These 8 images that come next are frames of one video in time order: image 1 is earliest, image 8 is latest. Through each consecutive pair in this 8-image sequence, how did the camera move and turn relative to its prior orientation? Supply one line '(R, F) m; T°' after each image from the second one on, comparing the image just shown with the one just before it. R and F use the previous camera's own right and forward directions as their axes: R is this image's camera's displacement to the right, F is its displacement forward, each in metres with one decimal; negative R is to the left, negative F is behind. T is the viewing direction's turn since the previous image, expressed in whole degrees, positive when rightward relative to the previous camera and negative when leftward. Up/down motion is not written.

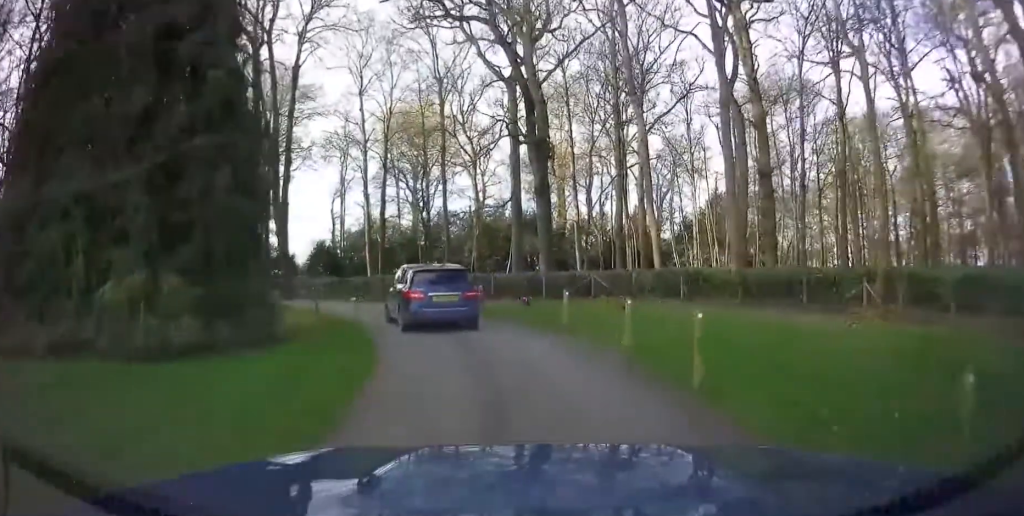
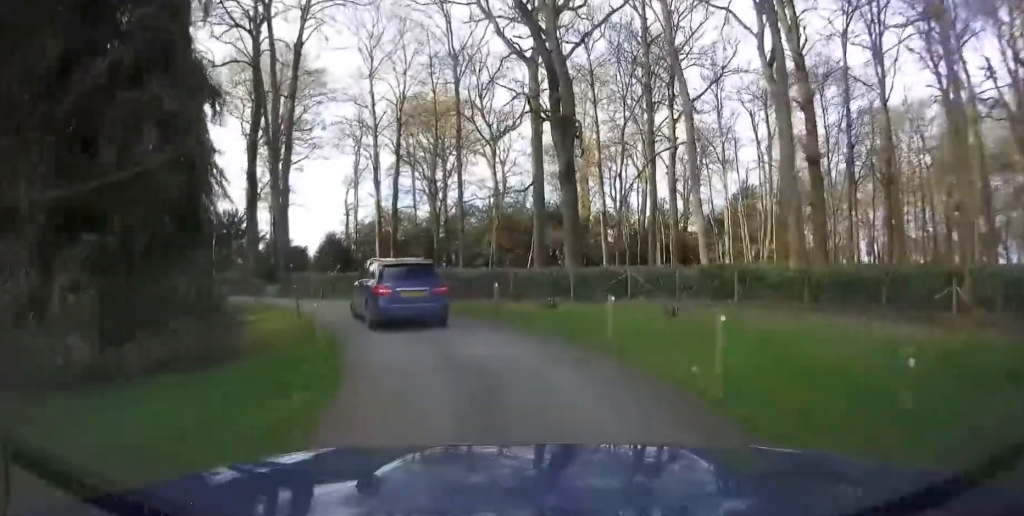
(-0.1, +3.5) m; -4°
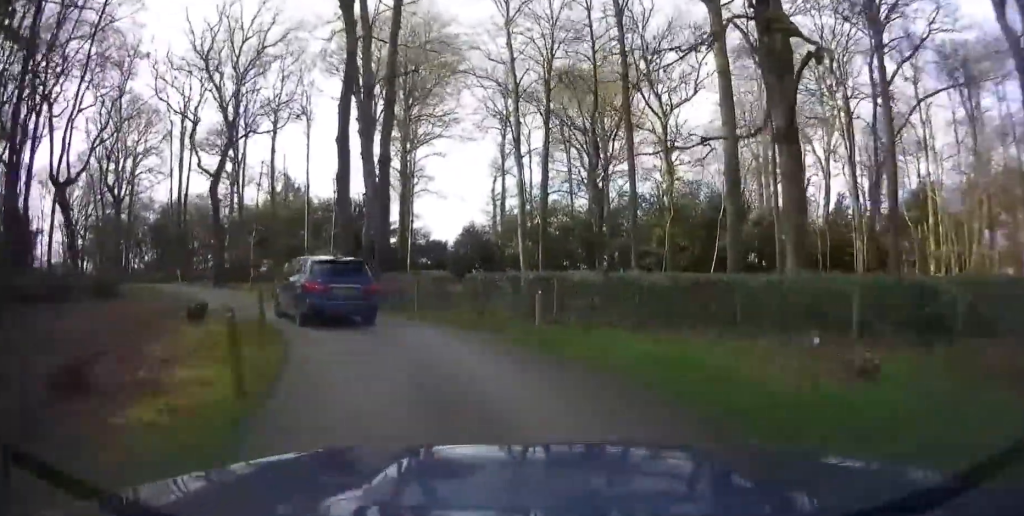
(-1.5, +11.0) m; -14°
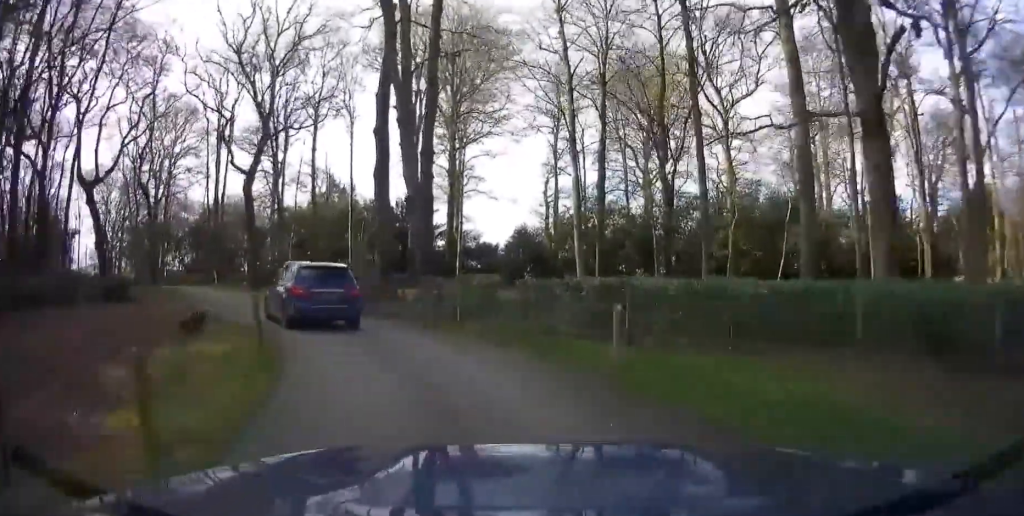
(-0.1, +2.8) m; -5°
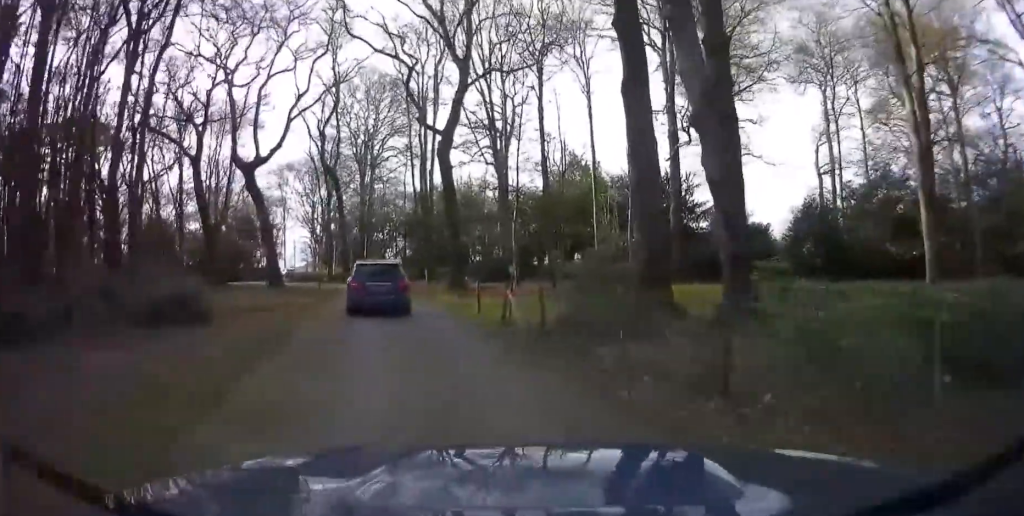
(-1.1, +11.3) m; -11°
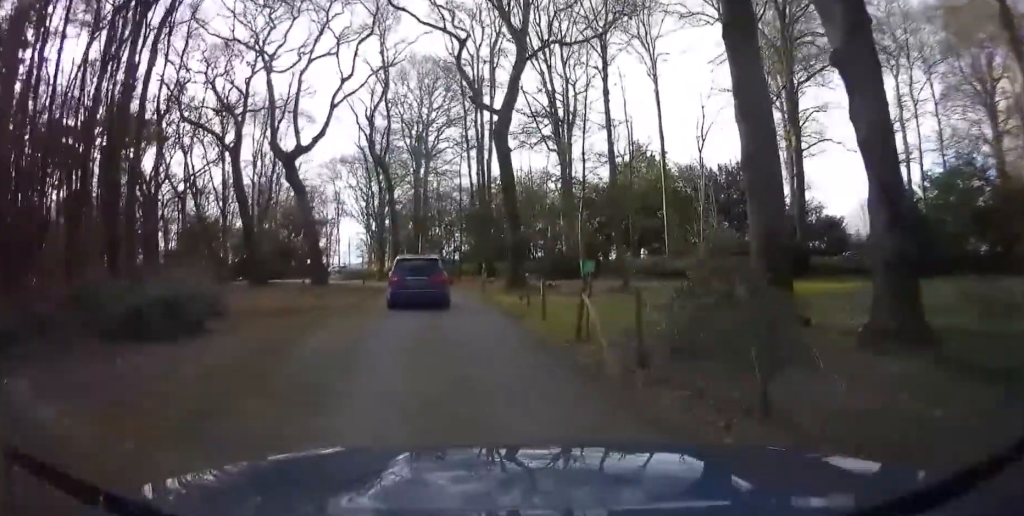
(-0.2, +2.9) m; -5°
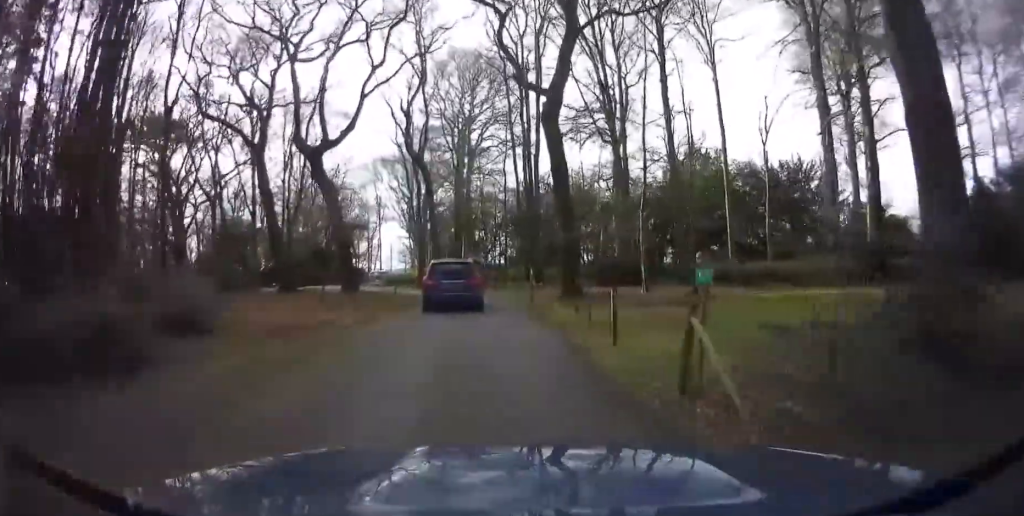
(-0.1, +3.1) m; -6°
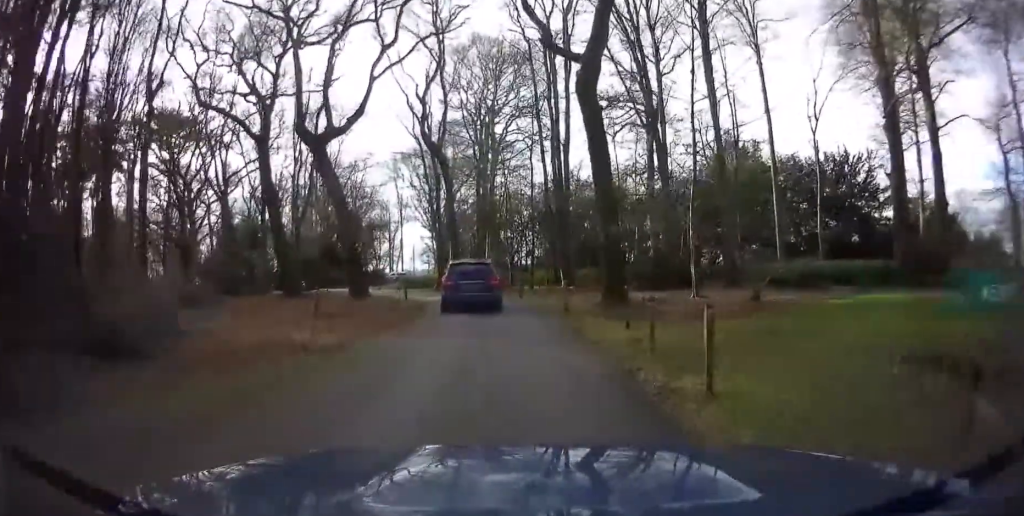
(-0.3, +3.5) m; -7°
